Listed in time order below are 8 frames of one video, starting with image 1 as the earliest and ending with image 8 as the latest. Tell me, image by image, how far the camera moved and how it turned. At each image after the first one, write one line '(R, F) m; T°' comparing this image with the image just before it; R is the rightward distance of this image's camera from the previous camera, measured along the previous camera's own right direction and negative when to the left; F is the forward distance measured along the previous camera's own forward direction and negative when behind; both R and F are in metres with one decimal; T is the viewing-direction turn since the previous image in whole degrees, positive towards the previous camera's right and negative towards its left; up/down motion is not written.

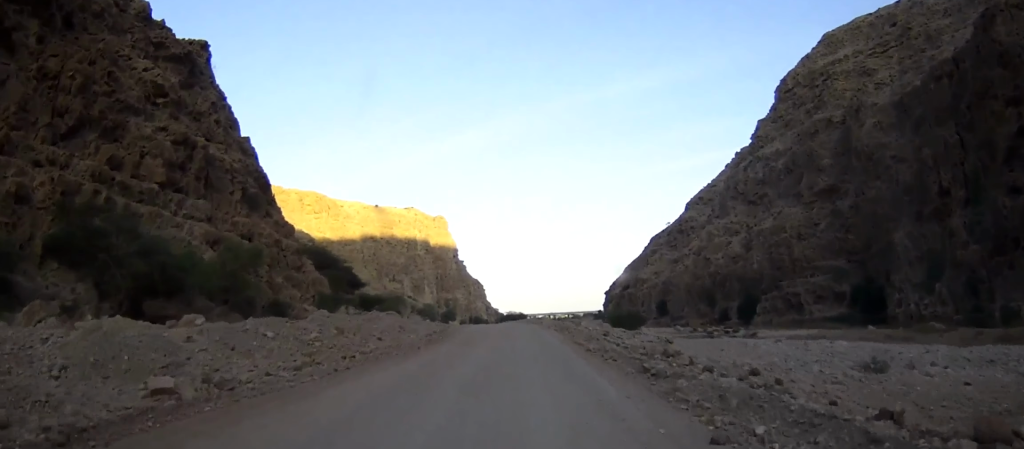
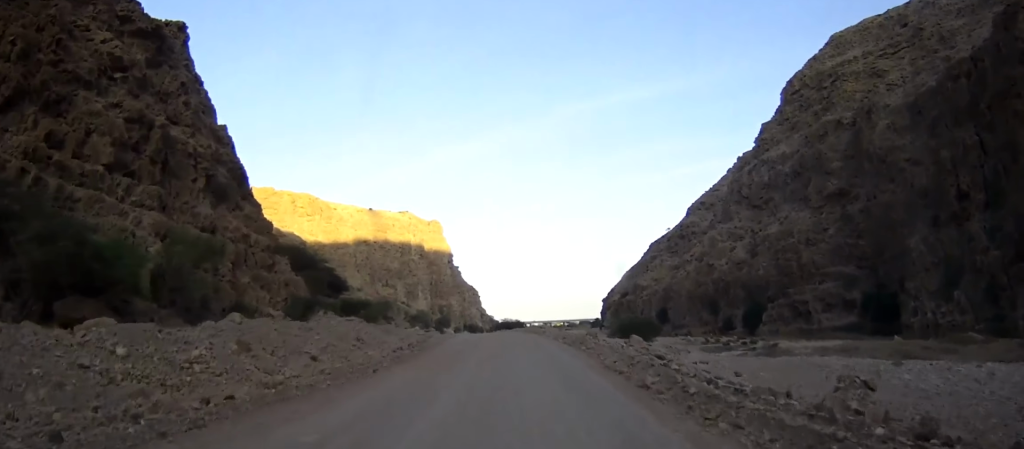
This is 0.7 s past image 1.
(+0.1, +10.4) m; 0°
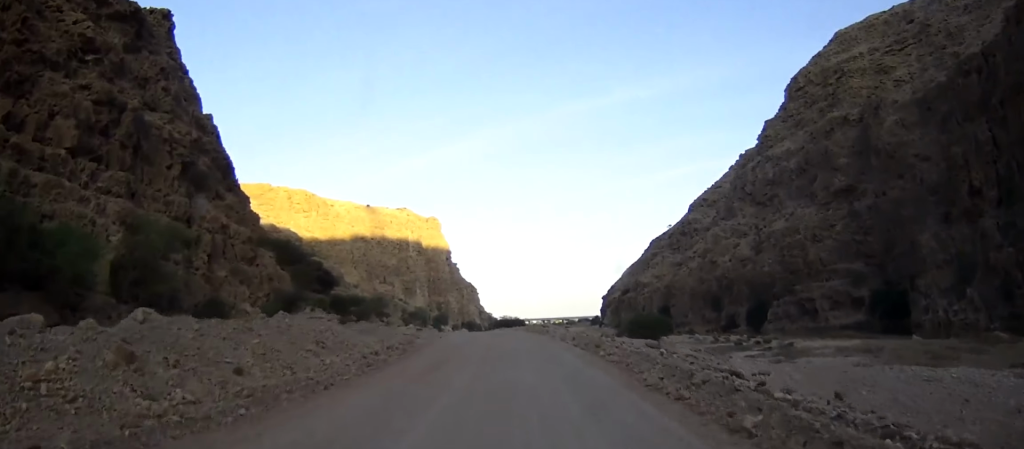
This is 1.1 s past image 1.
(0.0, +5.7) m; 0°
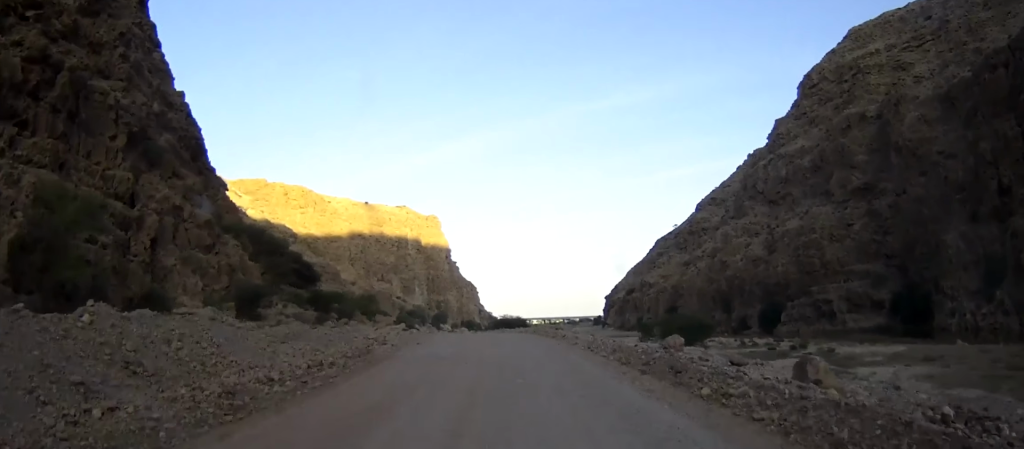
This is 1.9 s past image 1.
(0.0, +11.1) m; 0°
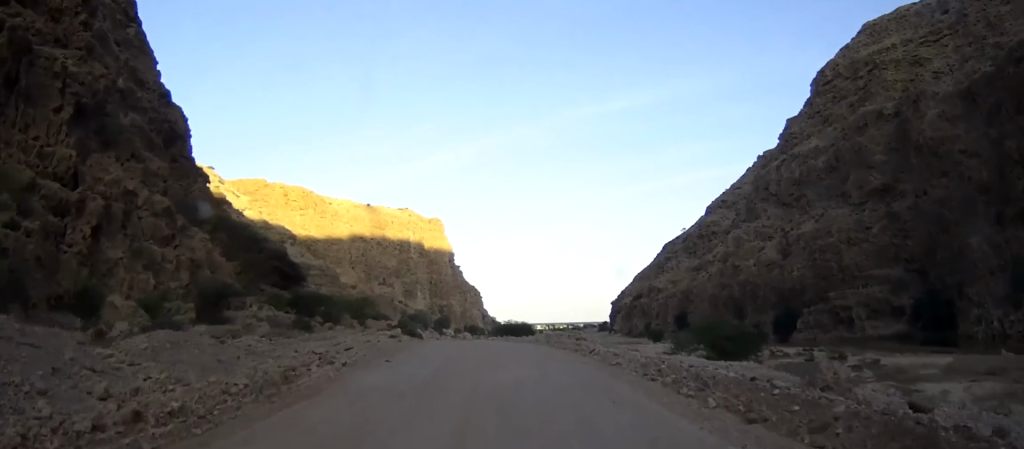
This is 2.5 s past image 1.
(0.0, +9.0) m; 0°
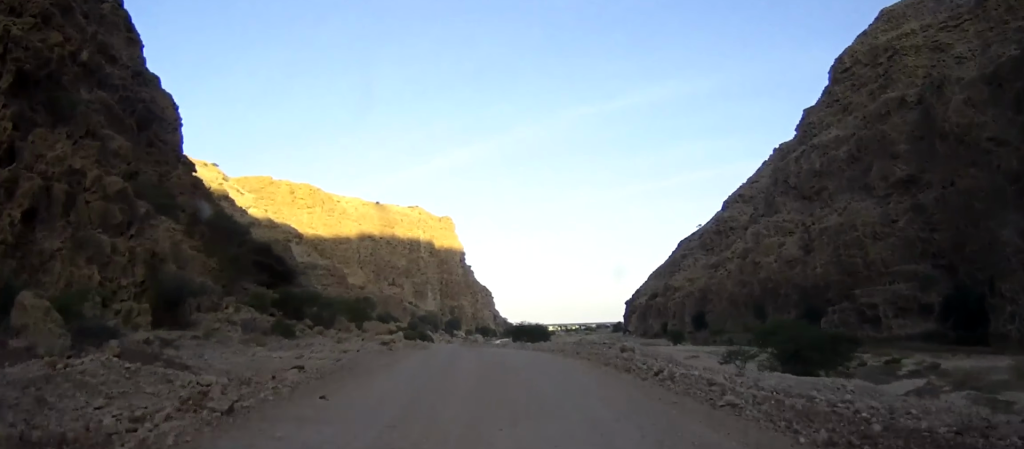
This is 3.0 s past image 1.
(-0.1, +8.7) m; -1°
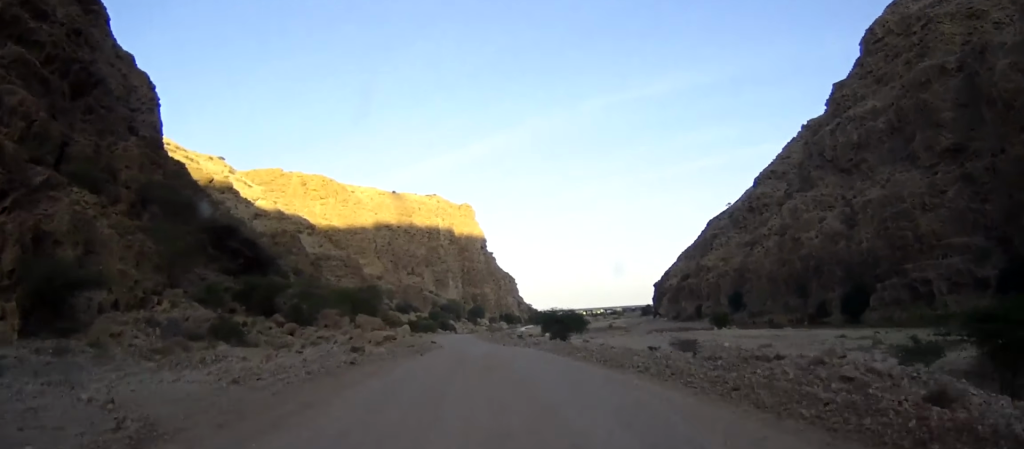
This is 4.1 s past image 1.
(-0.3, +17.1) m; -2°
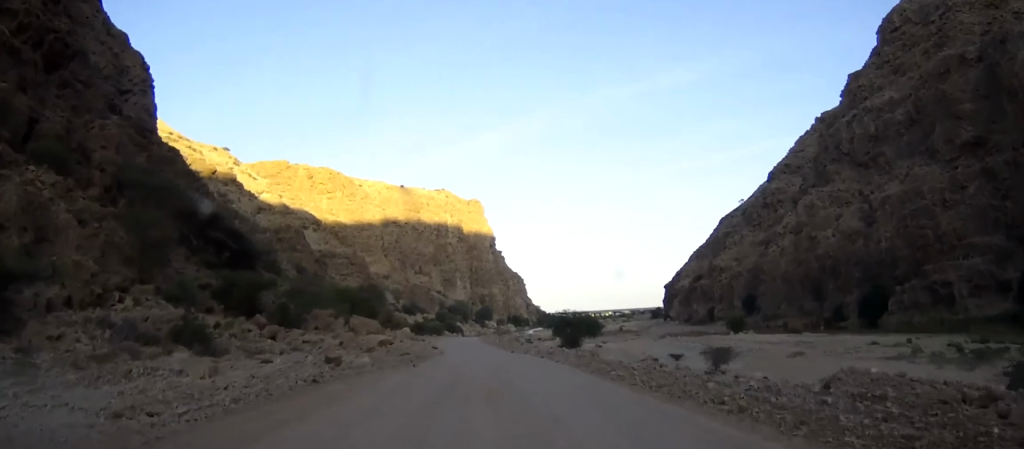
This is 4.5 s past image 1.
(0.0, +6.4) m; -1°
